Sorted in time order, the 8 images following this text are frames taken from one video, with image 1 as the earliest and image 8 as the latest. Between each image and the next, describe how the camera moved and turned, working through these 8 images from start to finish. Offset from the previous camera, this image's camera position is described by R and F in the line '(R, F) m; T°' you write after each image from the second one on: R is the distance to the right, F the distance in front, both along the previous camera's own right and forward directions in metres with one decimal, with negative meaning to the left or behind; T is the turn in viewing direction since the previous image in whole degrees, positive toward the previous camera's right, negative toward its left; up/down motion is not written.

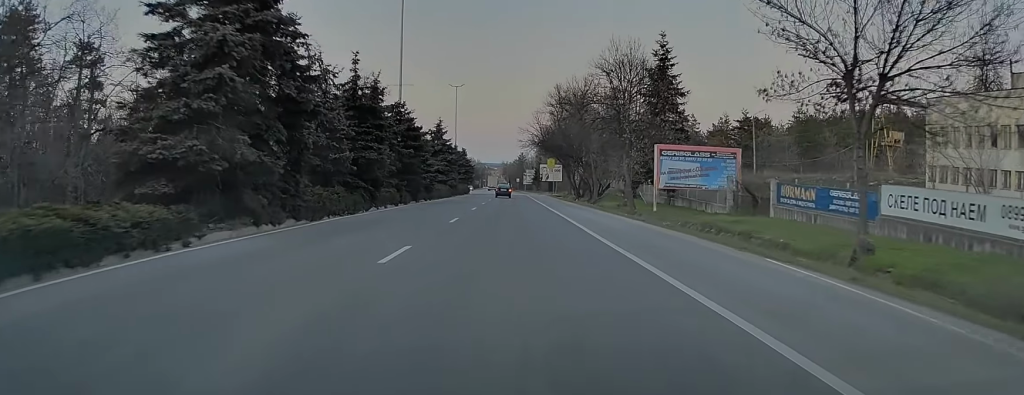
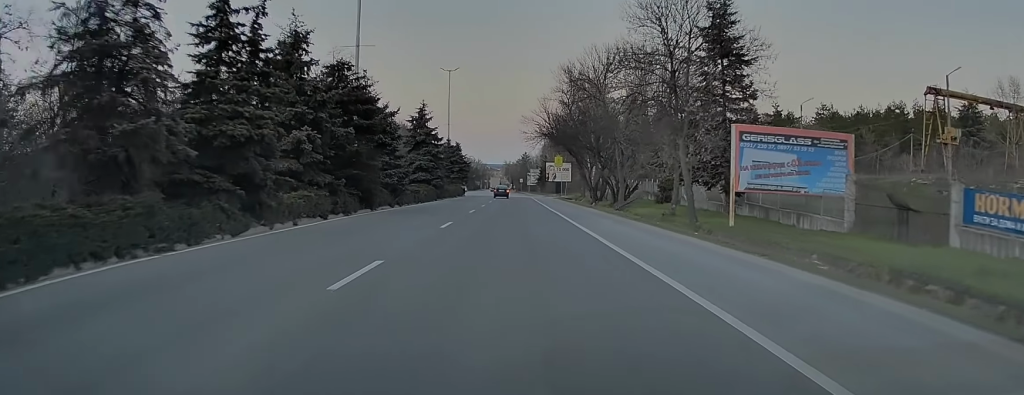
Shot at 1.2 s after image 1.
(0.0, +14.8) m; +1°
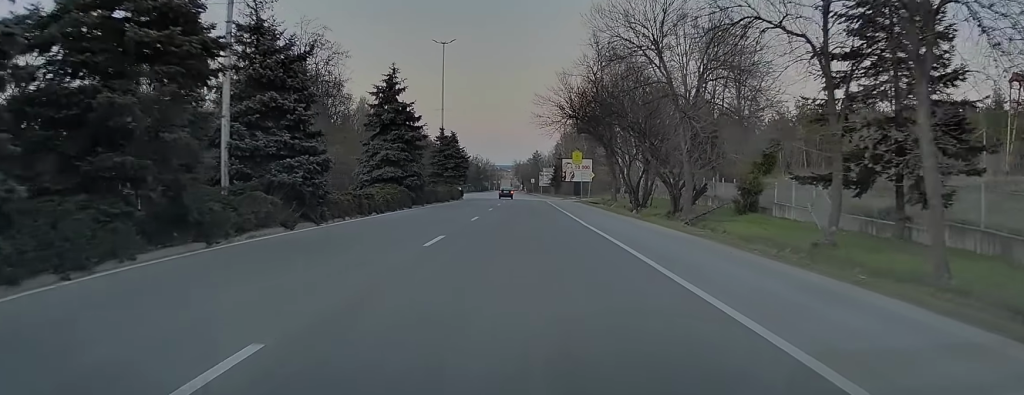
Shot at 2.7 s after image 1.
(0.0, +17.8) m; -1°
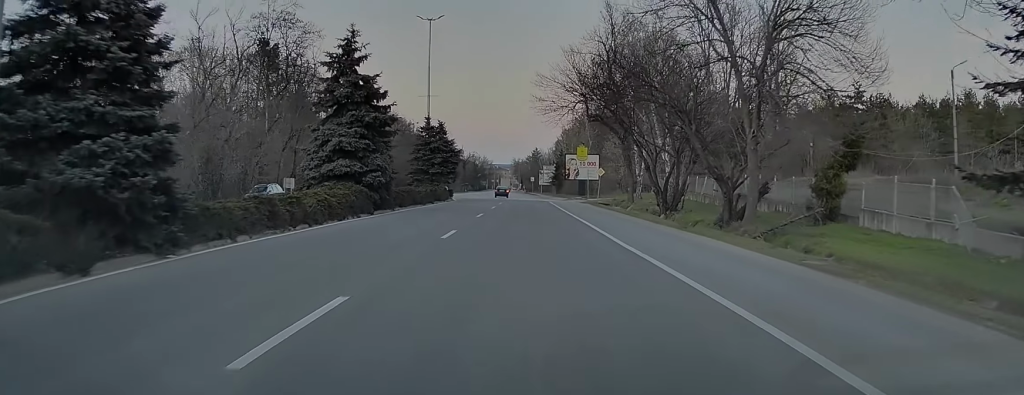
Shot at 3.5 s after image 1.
(-0.1, +9.7) m; -1°
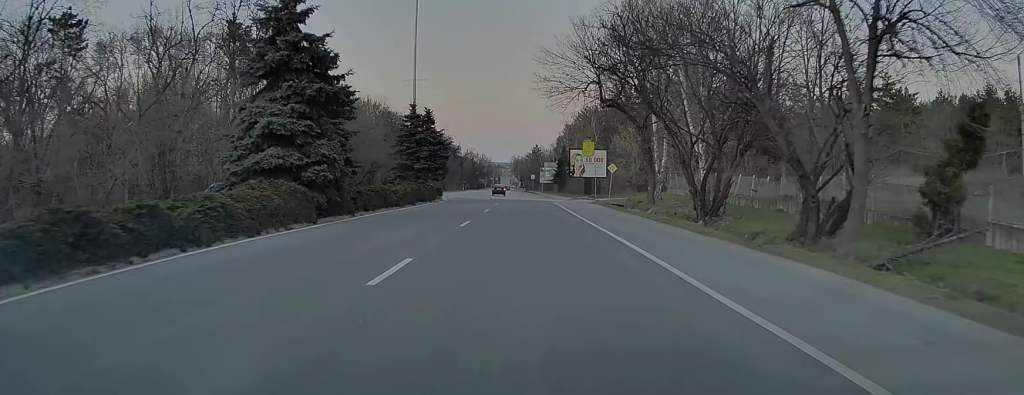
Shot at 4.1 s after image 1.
(0.0, +8.1) m; 0°
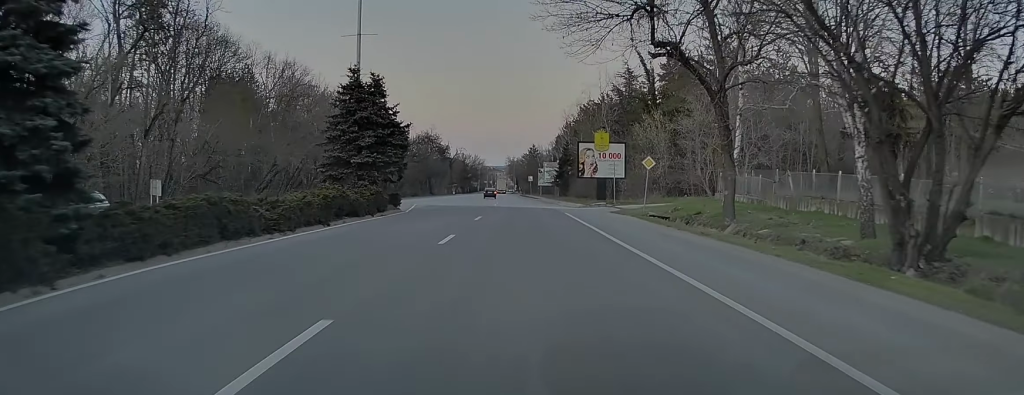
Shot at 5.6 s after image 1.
(+0.2, +17.1) m; +2°
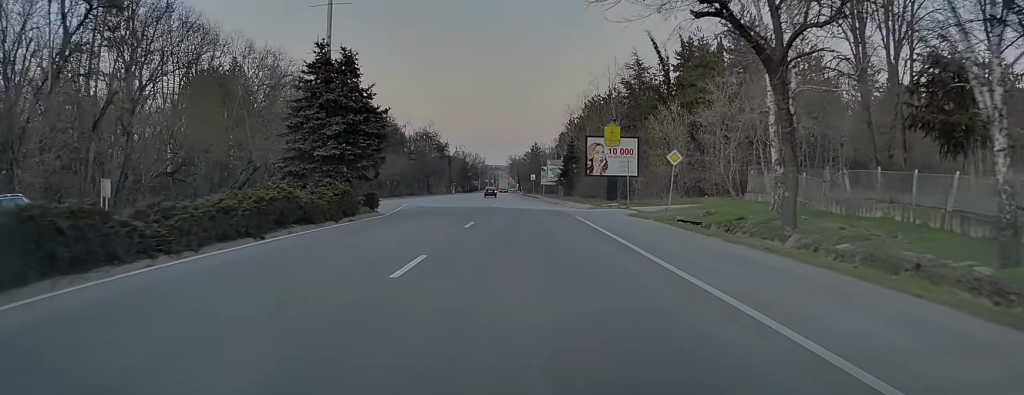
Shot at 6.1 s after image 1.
(0.0, +5.9) m; +1°
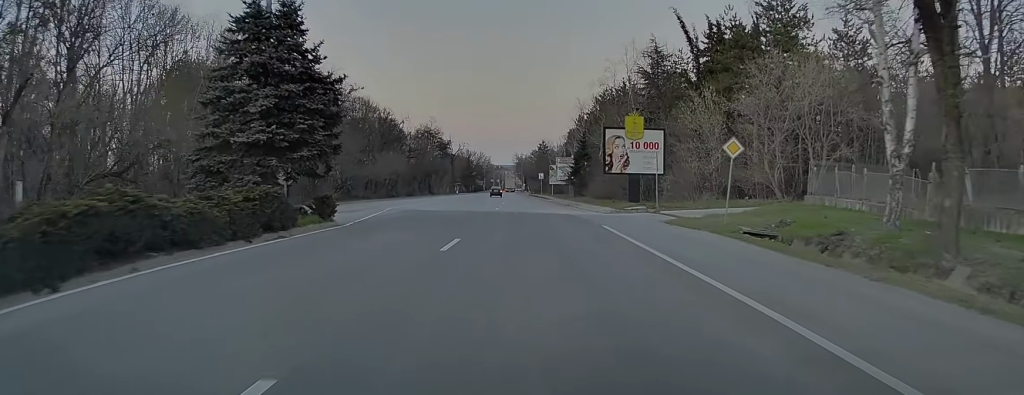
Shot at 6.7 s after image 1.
(+0.1, +7.9) m; 0°
